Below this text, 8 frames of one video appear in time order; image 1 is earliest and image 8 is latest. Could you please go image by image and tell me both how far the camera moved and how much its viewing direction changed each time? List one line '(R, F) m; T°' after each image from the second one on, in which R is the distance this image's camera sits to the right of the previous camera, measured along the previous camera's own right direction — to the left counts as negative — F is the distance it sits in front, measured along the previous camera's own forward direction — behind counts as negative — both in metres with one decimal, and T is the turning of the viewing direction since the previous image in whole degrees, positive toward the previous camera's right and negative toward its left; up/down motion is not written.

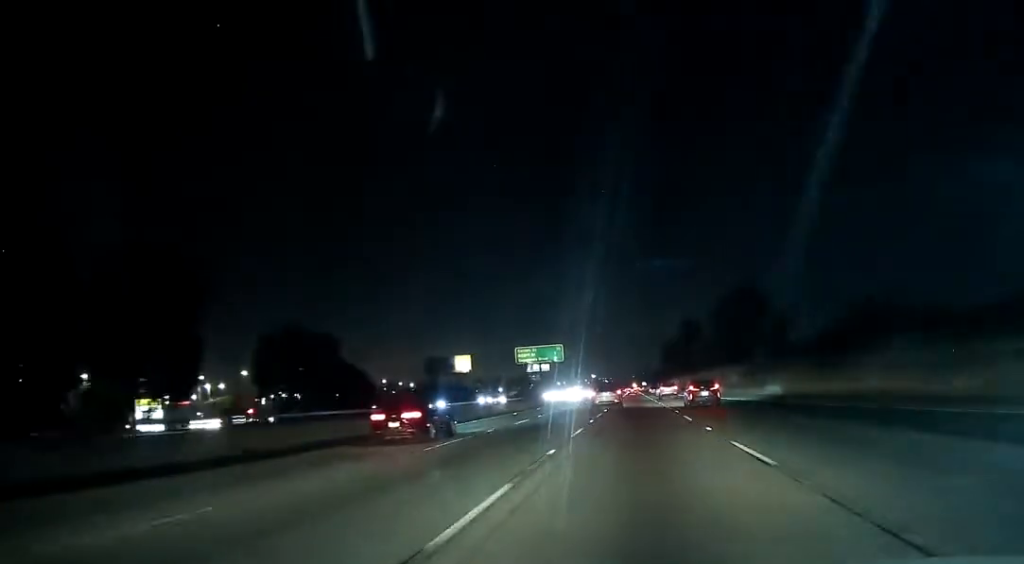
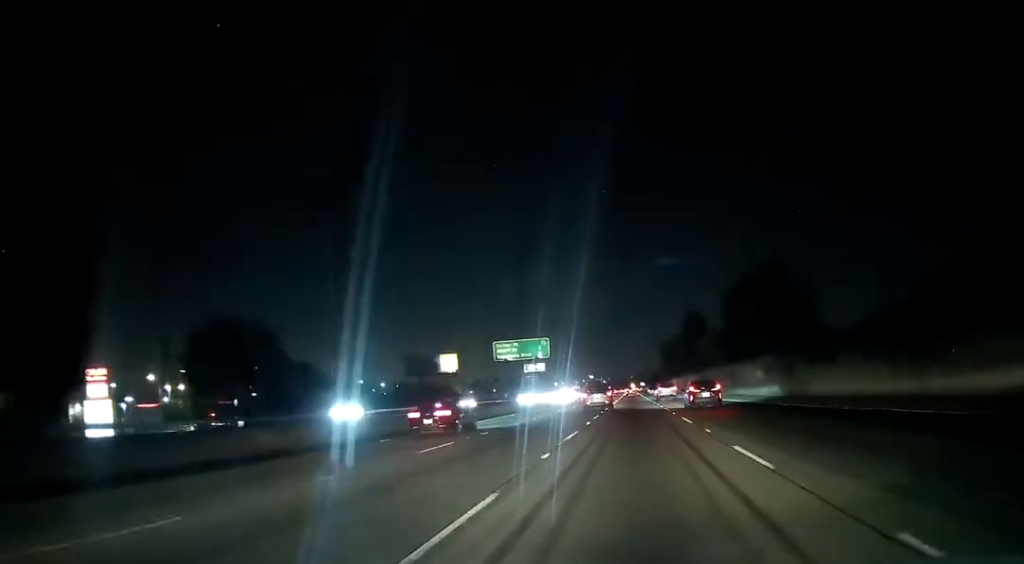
(+0.2, +14.8) m; -1°
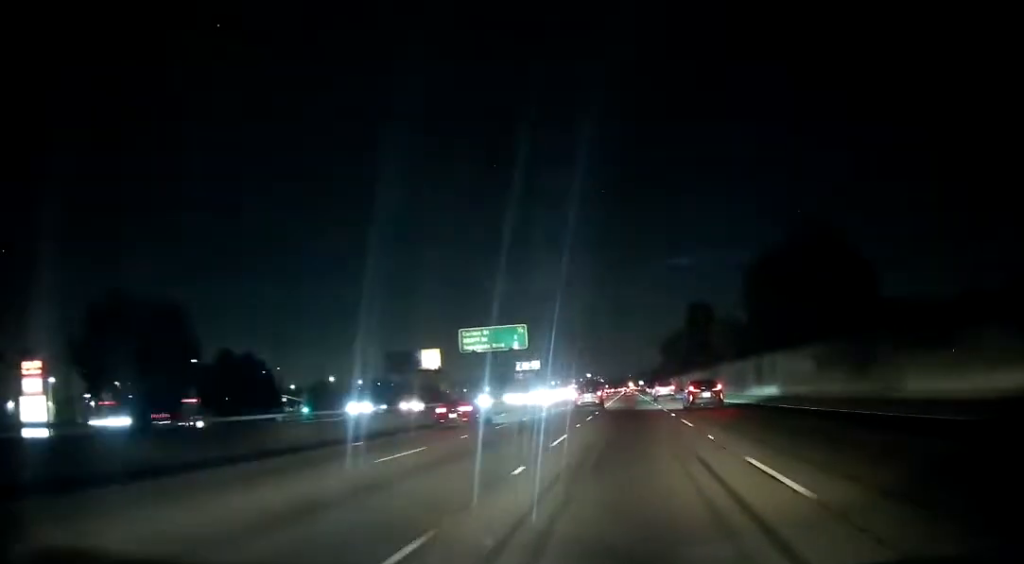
(-0.4, +17.8) m; 0°
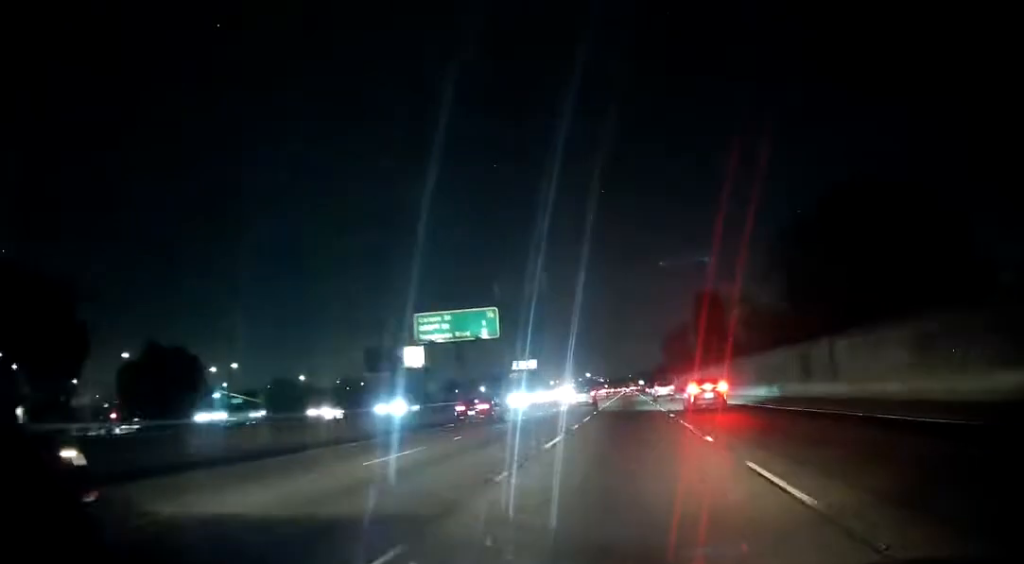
(-0.2, +15.0) m; 0°
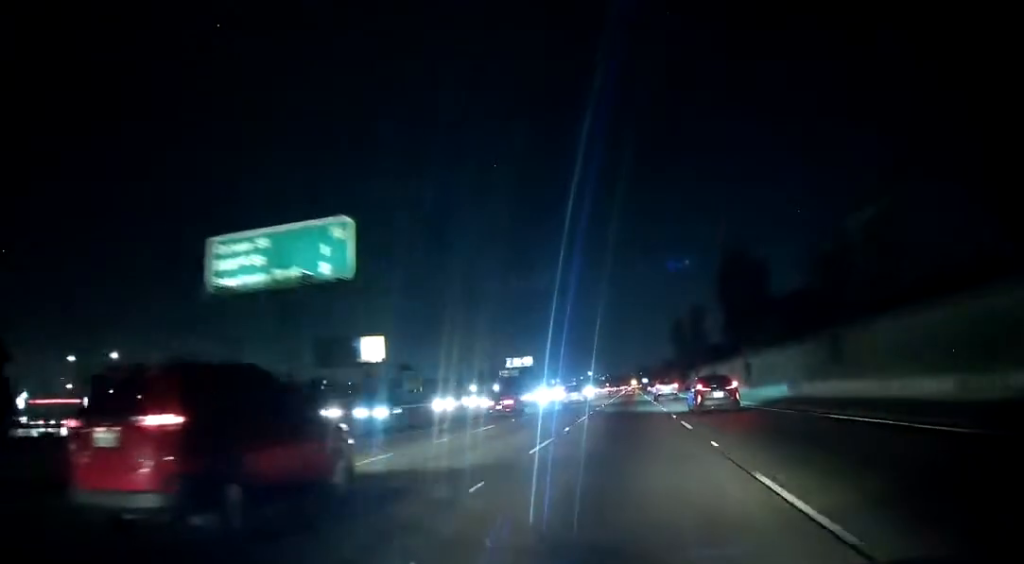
(+0.7, +31.2) m; +1°
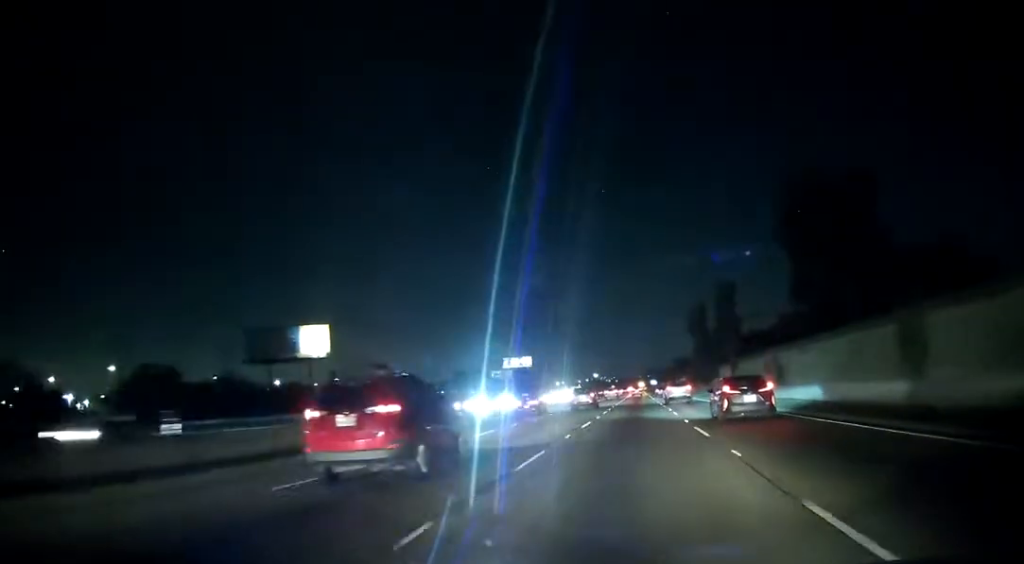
(0.0, +32.0) m; 0°
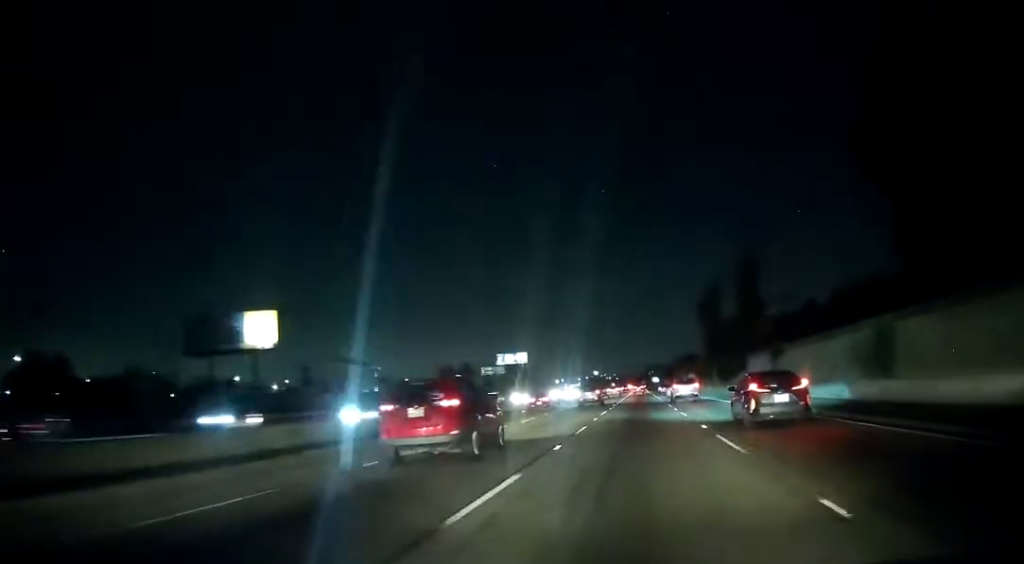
(0.0, +19.7) m; 0°
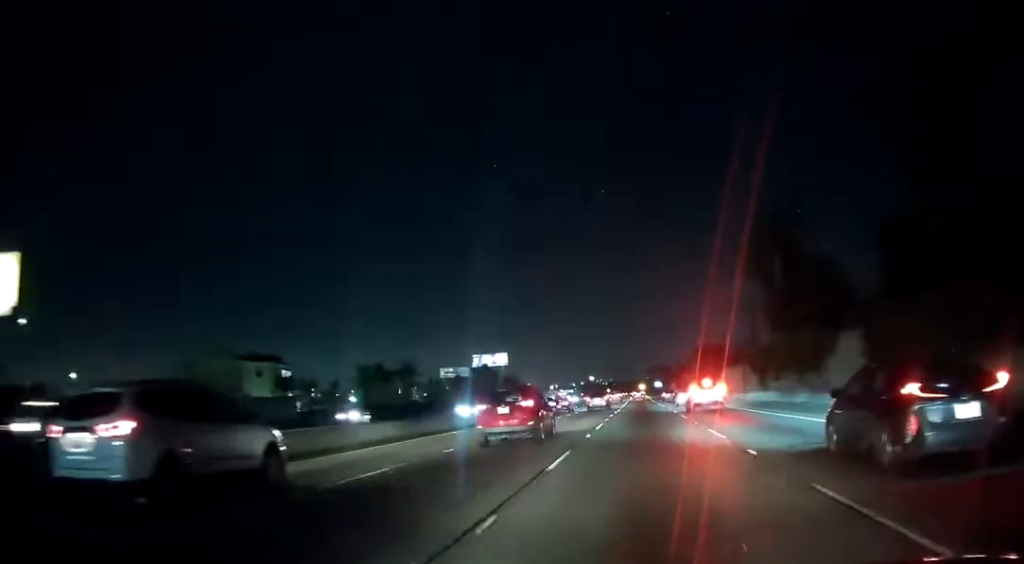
(-1.2, +52.3) m; -1°
